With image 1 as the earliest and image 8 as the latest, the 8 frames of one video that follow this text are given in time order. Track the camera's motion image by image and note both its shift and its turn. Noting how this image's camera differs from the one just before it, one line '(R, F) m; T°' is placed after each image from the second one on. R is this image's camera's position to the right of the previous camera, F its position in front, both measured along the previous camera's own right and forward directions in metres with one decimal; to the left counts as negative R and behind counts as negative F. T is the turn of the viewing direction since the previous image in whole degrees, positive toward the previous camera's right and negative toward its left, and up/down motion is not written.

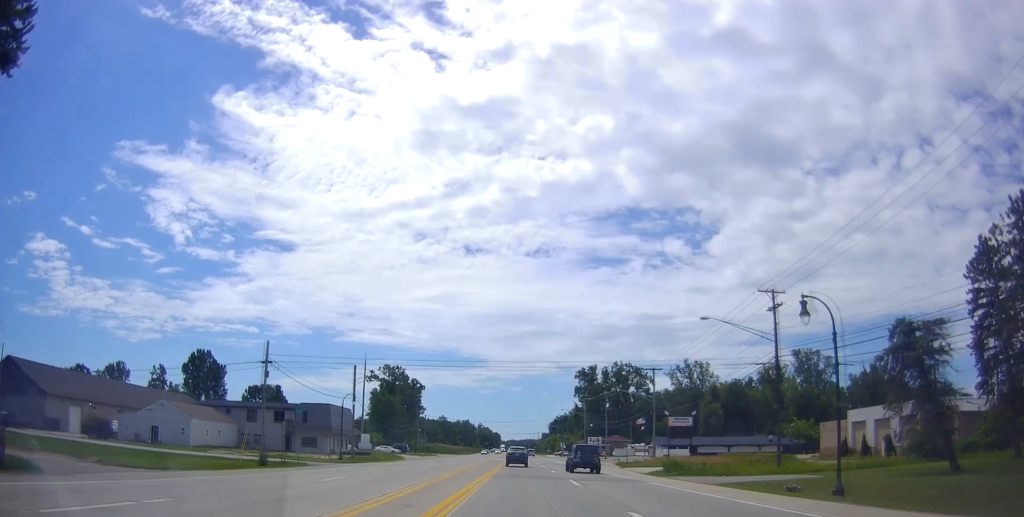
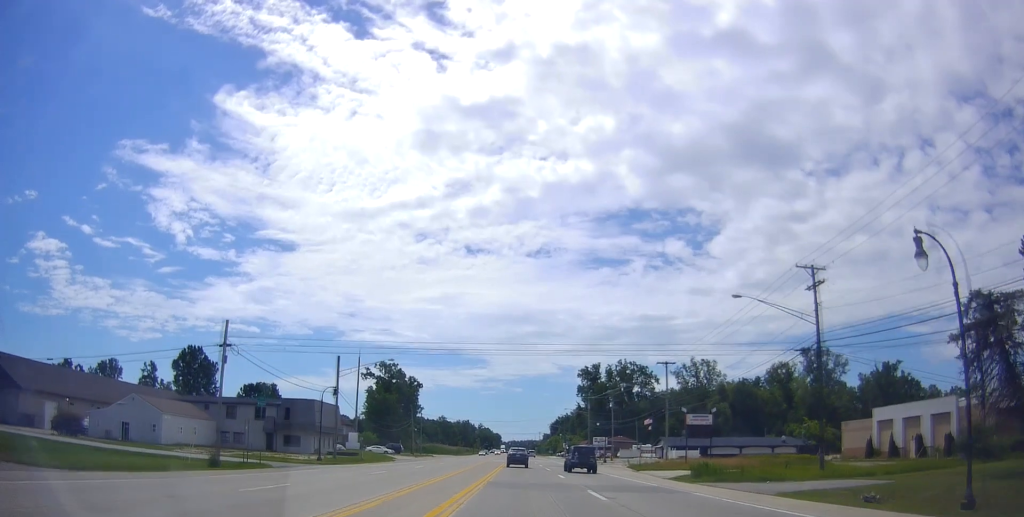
(0.0, +6.4) m; 0°
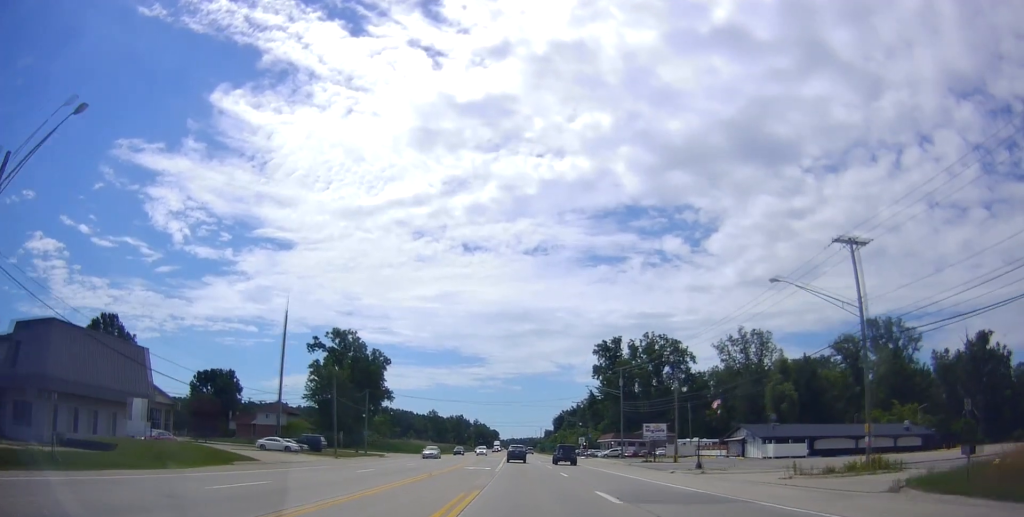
(0.0, +44.9) m; 0°
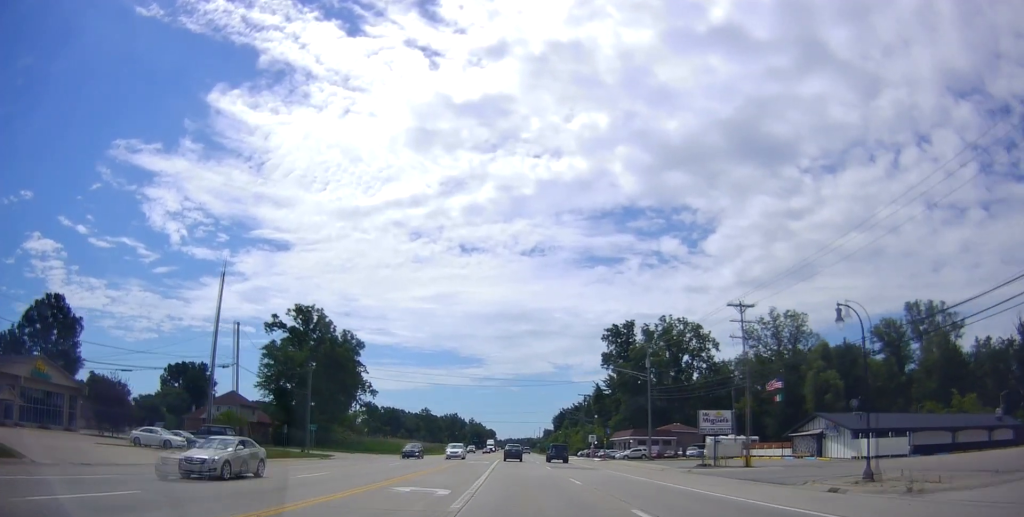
(0.0, +21.7) m; 0°
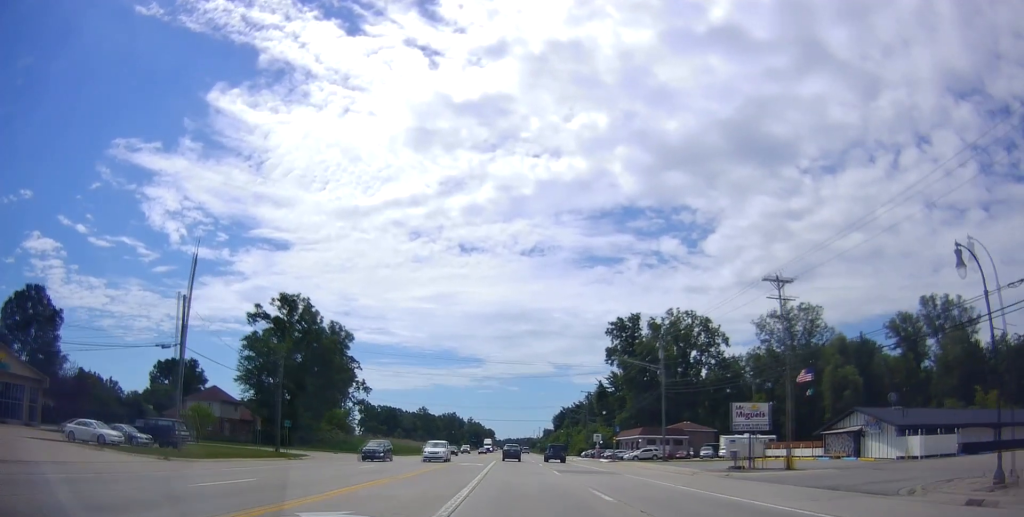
(0.0, +7.4) m; 0°
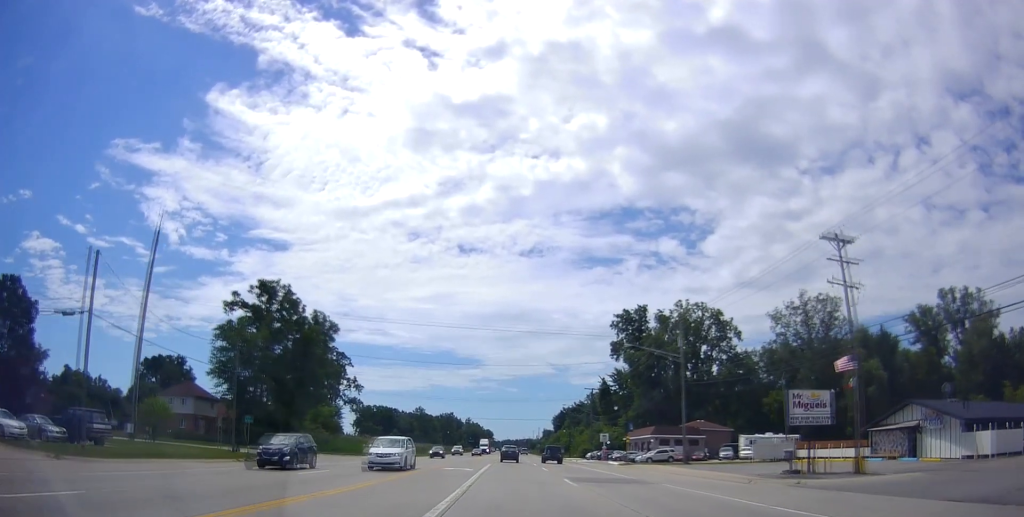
(0.0, +8.7) m; 0°
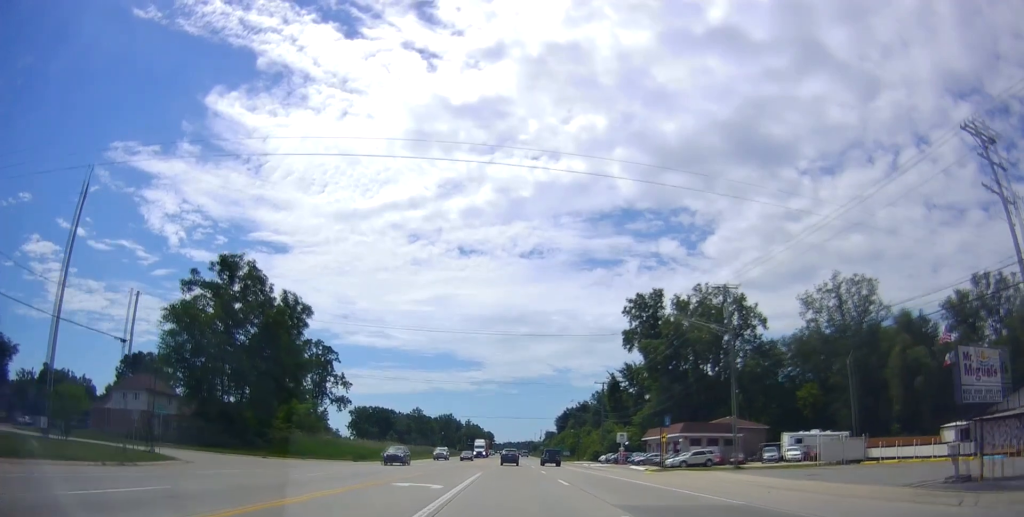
(0.0, +14.1) m; 0°
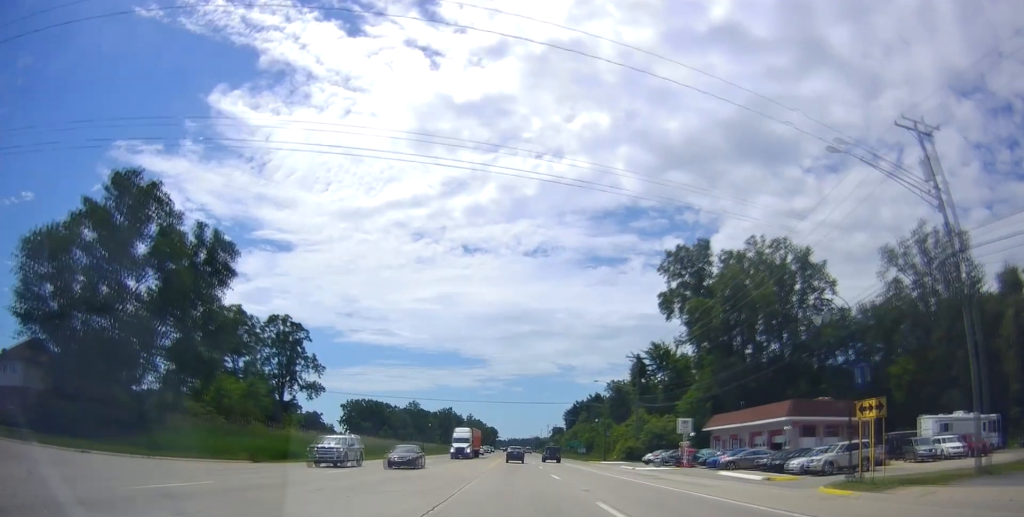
(0.0, +27.4) m; 0°
